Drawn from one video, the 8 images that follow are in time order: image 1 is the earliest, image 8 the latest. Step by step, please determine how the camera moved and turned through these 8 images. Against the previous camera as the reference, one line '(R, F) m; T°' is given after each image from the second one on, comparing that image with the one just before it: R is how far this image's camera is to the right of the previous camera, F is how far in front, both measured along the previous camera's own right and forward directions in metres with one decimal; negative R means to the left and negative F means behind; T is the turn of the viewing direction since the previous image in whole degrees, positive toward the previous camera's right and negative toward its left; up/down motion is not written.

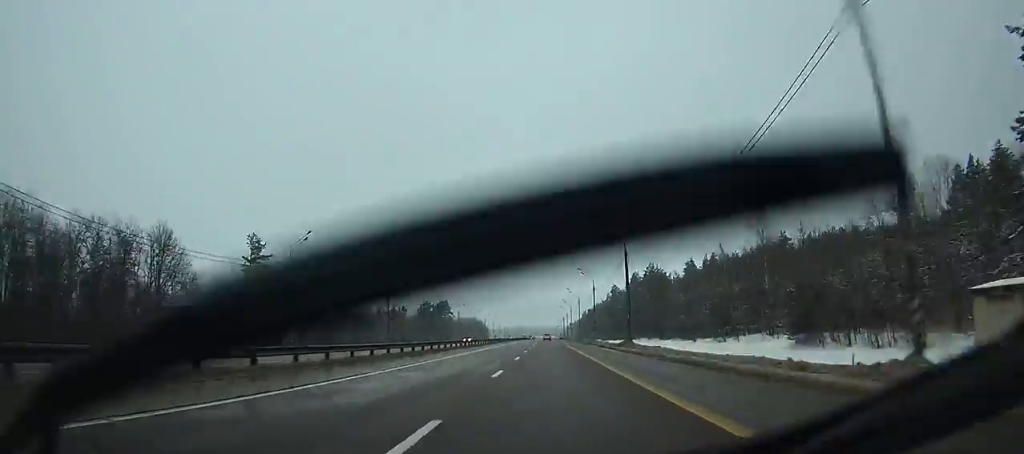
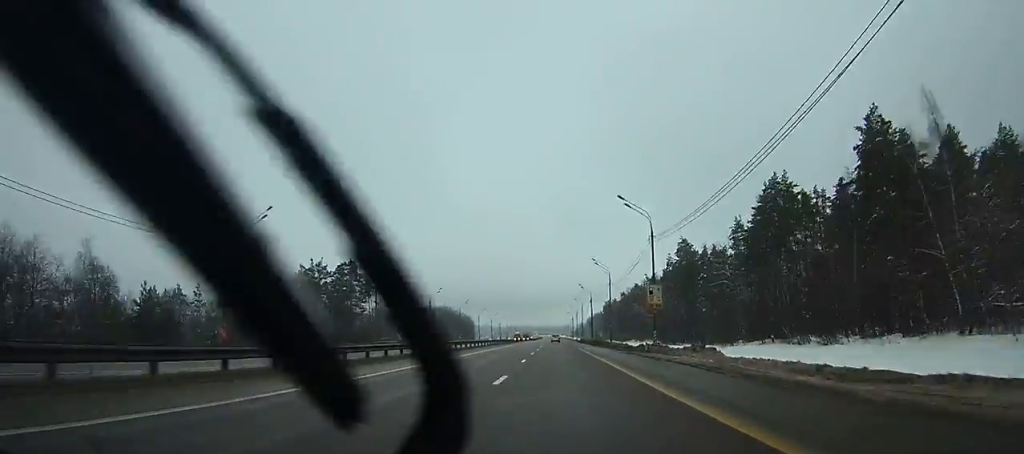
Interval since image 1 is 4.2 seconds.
(-1.5, +121.8) m; -1°
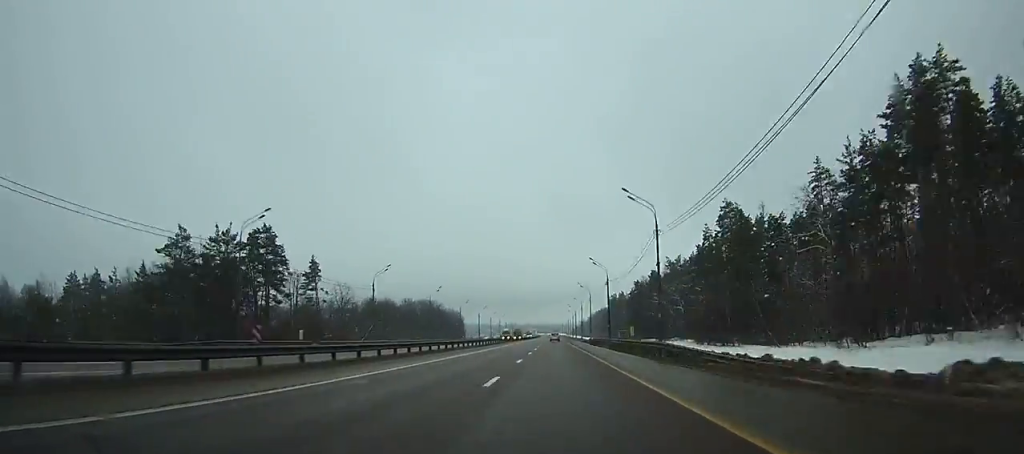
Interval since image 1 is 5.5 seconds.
(-0.1, +37.1) m; 0°
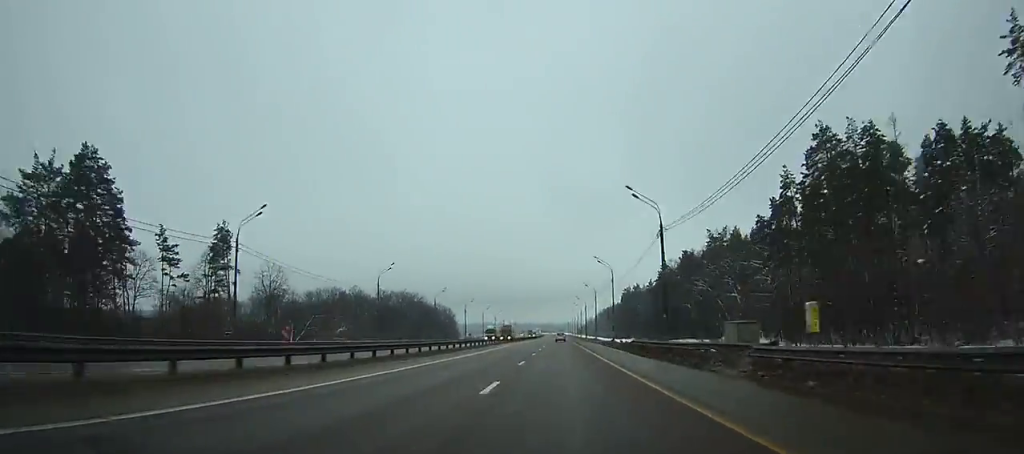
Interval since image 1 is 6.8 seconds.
(-0.1, +37.1) m; 0°
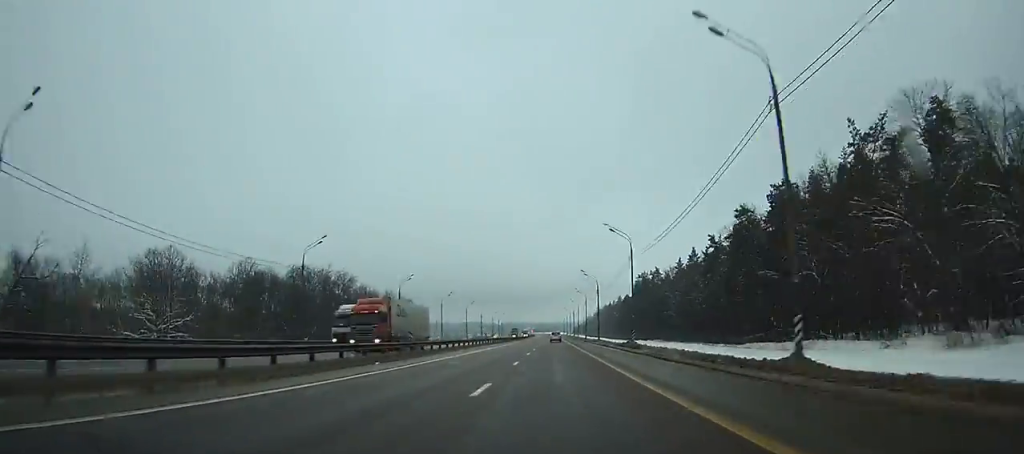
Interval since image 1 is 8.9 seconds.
(+0.1, +59.3) m; 0°
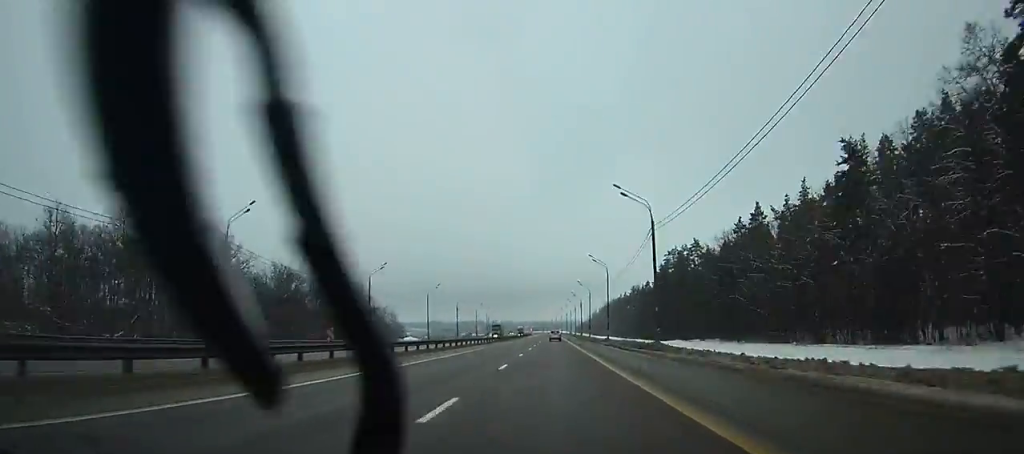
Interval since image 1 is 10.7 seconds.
(+0.1, +50.3) m; 0°
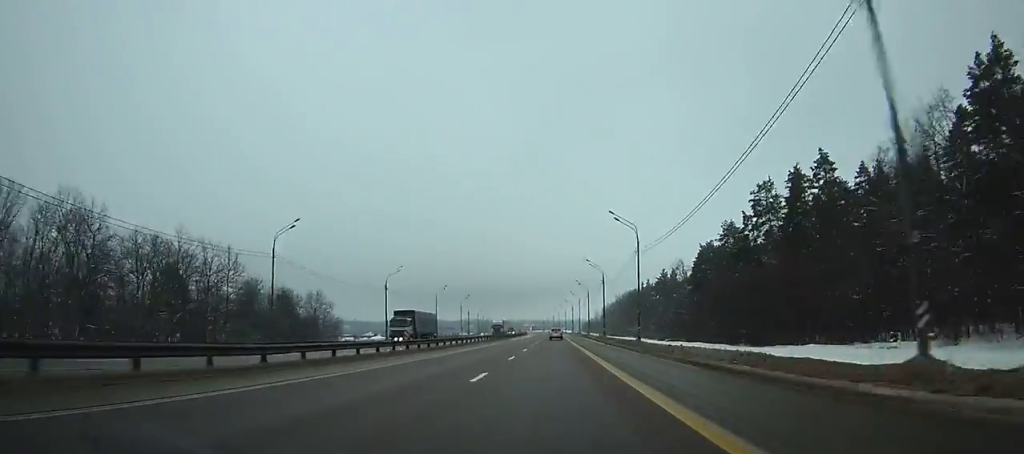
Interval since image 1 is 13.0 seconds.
(0.0, +63.5) m; 0°
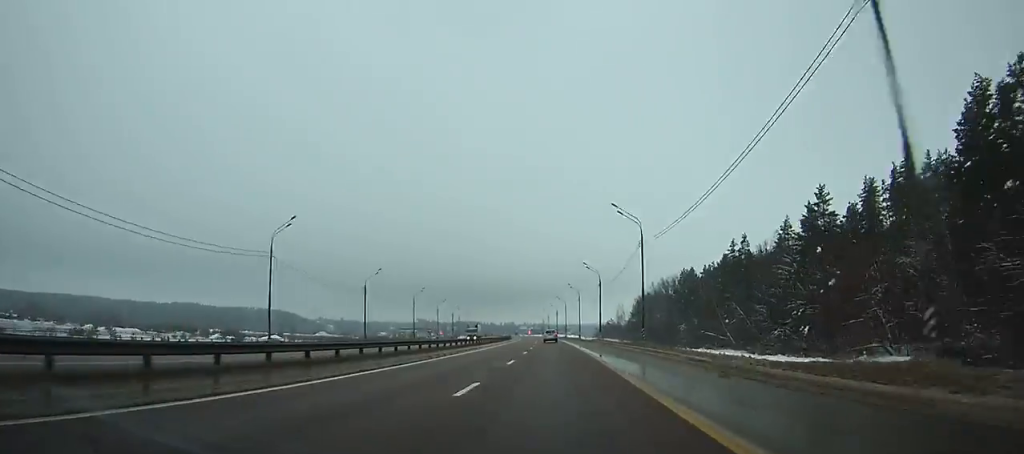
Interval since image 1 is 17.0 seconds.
(-0.1, +106.9) m; -1°
